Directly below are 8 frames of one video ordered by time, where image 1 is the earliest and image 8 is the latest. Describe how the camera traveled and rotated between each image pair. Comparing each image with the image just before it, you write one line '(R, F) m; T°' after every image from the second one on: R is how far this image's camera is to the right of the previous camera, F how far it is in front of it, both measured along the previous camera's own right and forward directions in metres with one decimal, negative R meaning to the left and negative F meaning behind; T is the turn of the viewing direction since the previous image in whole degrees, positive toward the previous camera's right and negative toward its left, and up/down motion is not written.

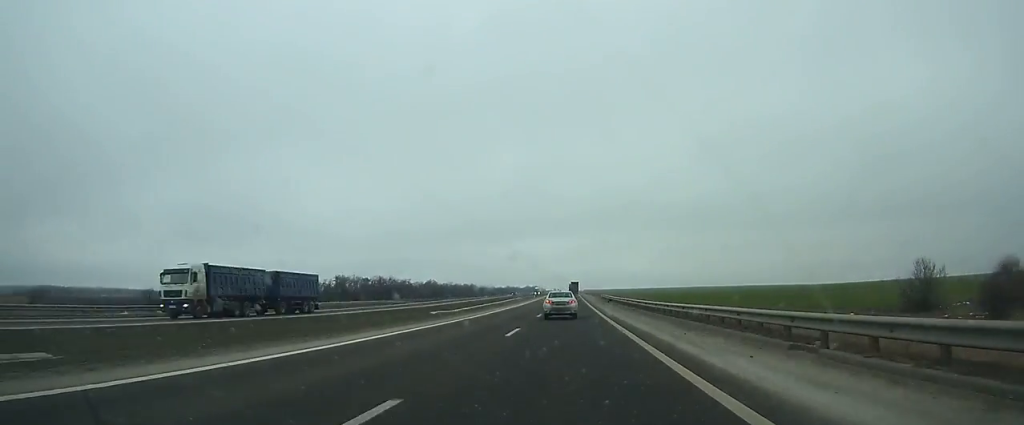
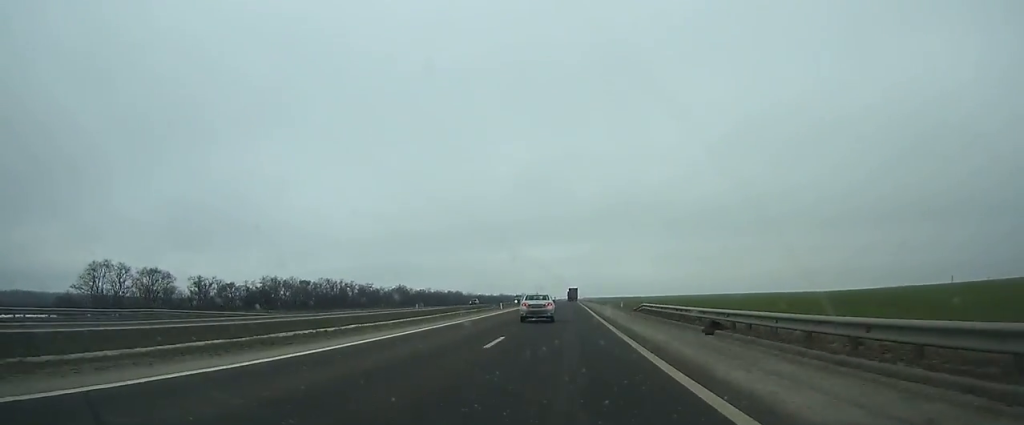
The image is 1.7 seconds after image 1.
(-0.1, +51.6) m; 0°
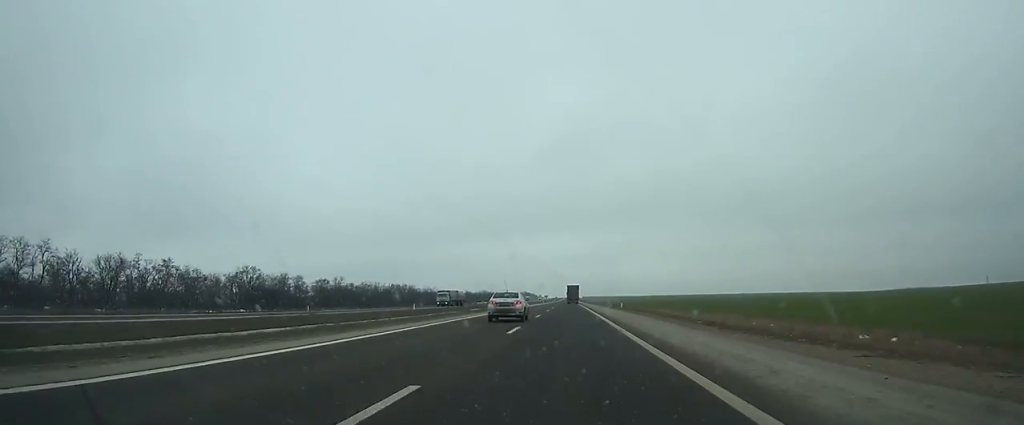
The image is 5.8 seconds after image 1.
(0.0, +123.2) m; 0°
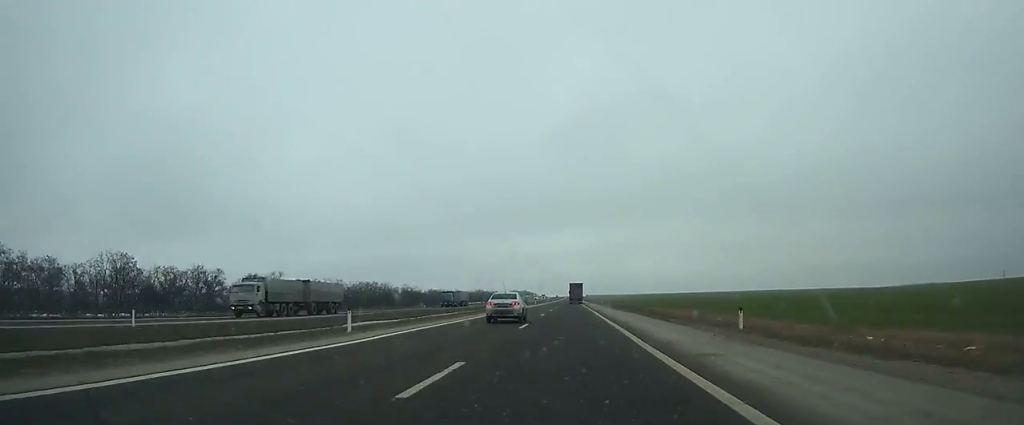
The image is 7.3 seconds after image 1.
(+0.1, +44.8) m; 0°
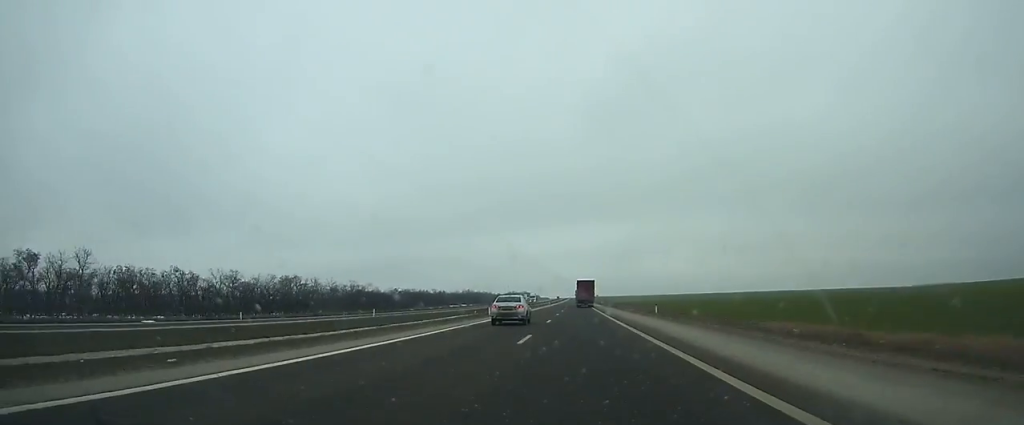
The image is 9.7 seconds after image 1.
(-0.3, +71.6) m; 0°
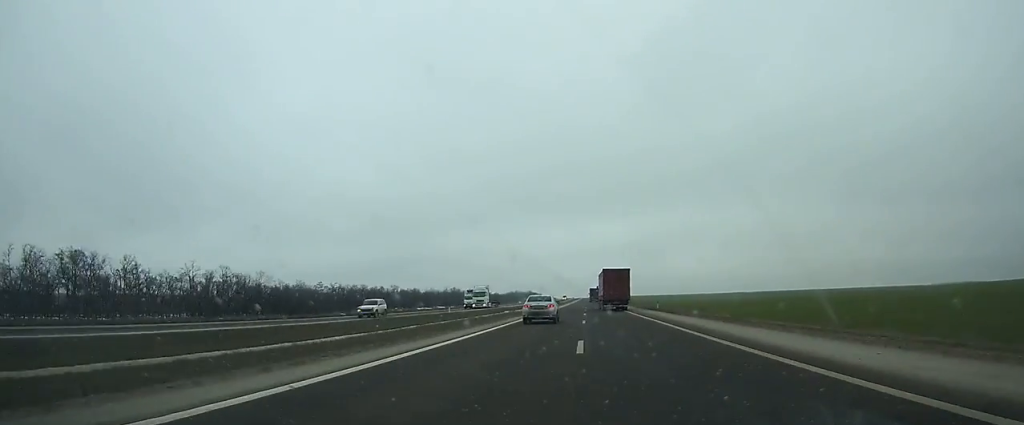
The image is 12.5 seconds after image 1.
(-0.3, +83.4) m; 0°
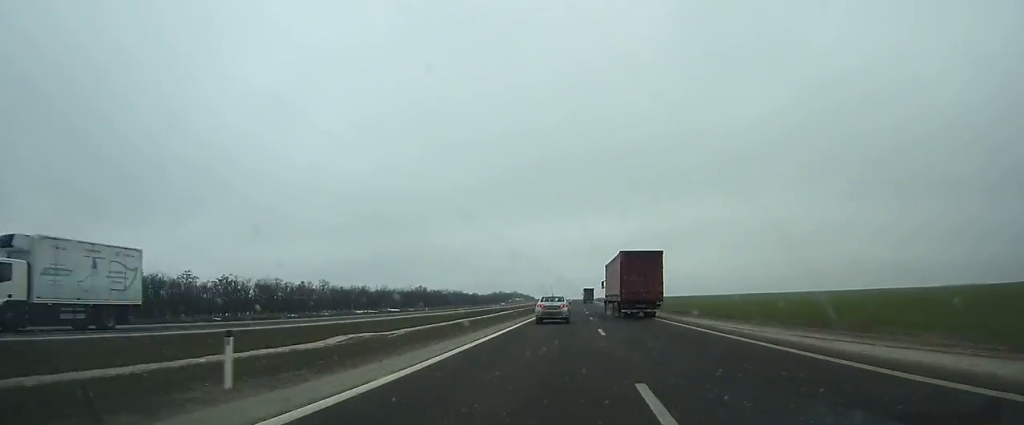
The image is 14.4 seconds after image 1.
(-0.1, +56.6) m; 0°
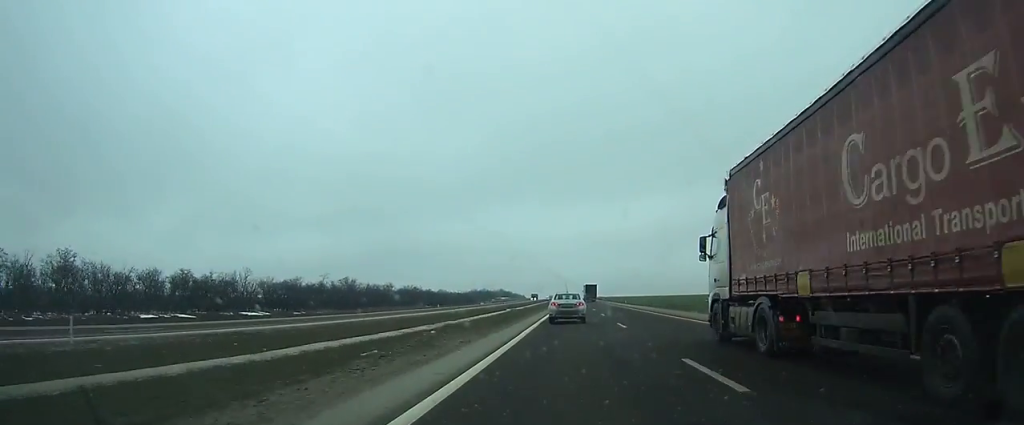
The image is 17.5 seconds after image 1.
(+0.6, +92.2) m; +1°
